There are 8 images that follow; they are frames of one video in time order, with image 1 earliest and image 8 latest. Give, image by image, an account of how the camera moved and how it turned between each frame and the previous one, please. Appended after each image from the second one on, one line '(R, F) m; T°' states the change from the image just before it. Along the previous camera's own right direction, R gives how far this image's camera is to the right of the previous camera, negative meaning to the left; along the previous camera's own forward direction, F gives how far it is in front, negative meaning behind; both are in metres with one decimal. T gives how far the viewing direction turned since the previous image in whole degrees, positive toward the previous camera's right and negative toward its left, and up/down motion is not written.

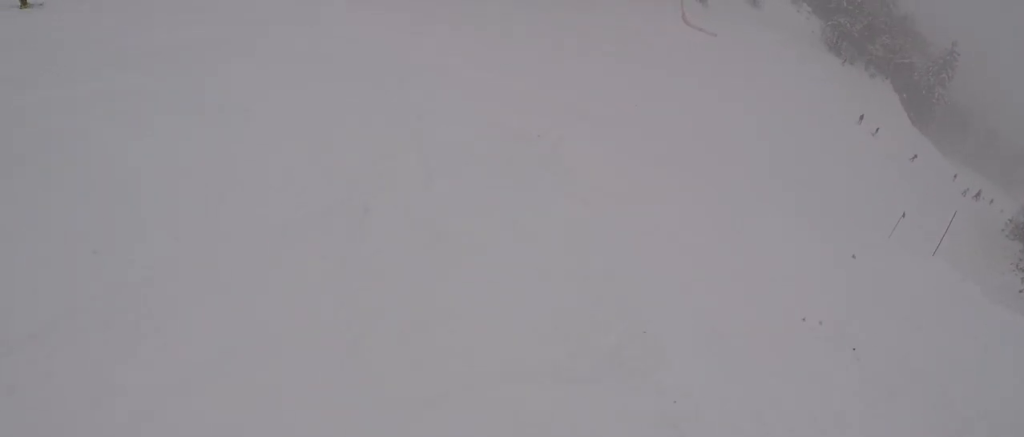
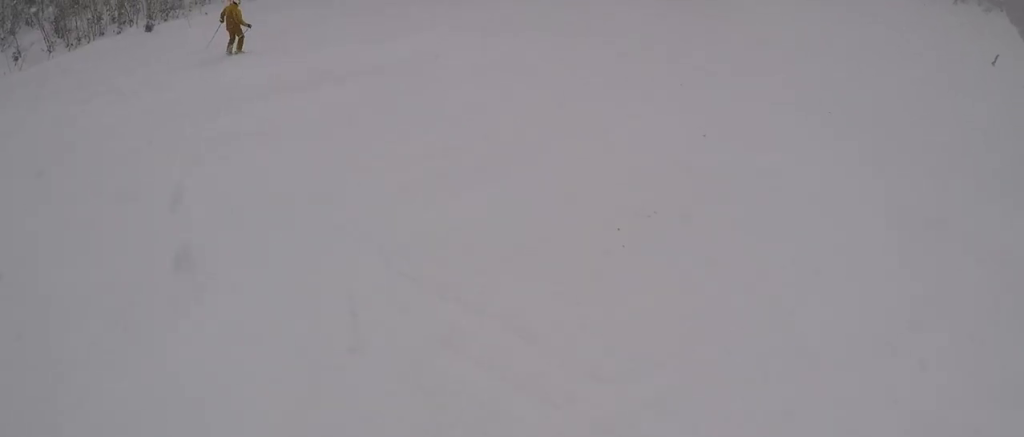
(-2.0, +6.0) m; -6°
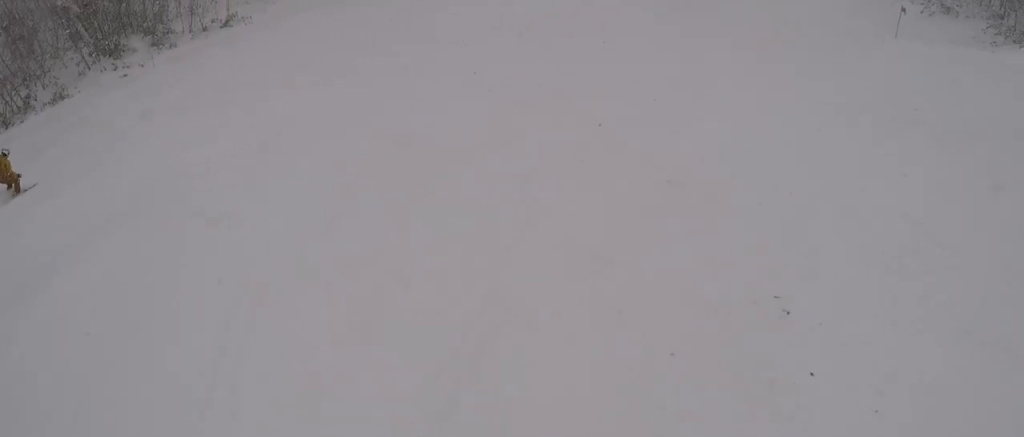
(+0.3, +2.6) m; +26°
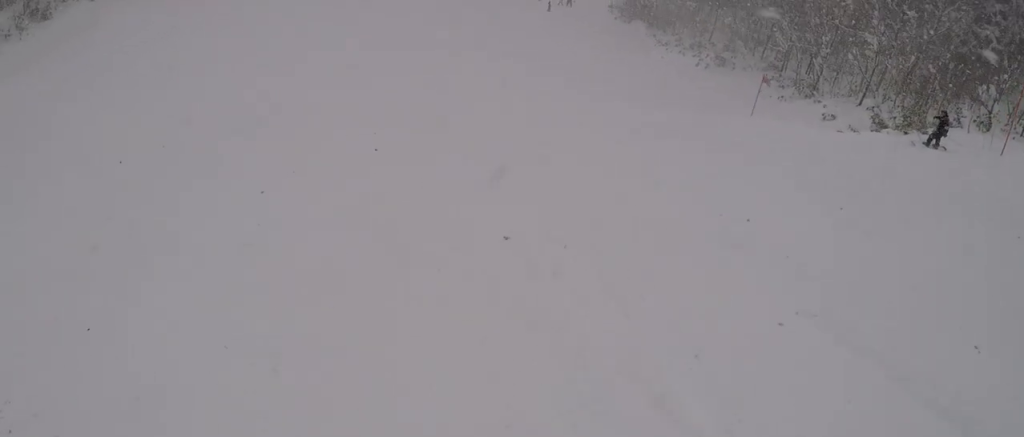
(+3.6, +7.2) m; +20°
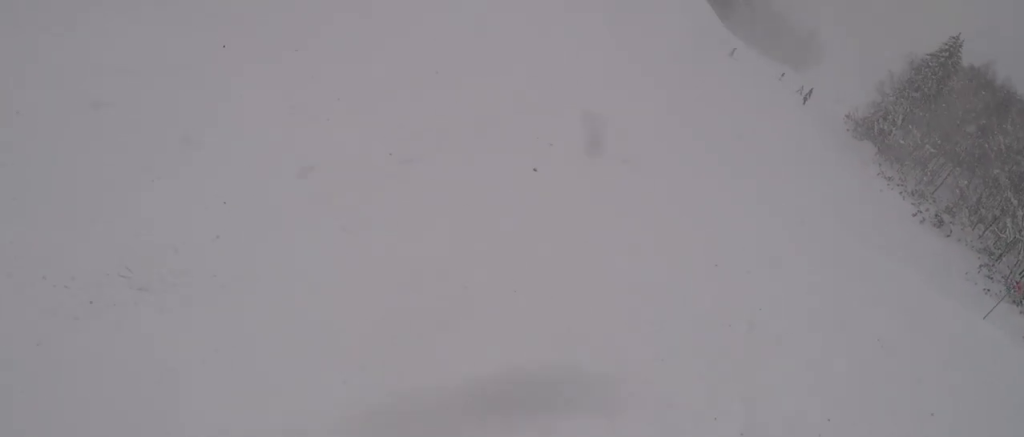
(-0.1, +3.0) m; -12°
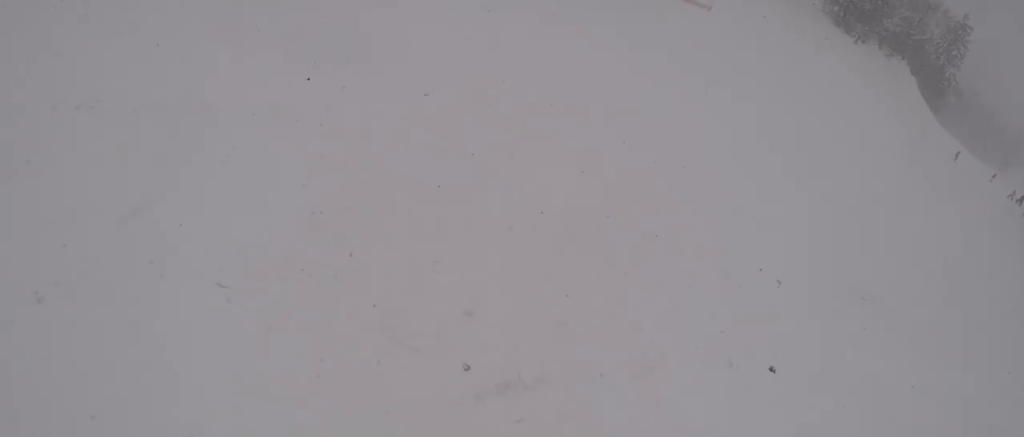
(-0.5, +2.9) m; -8°
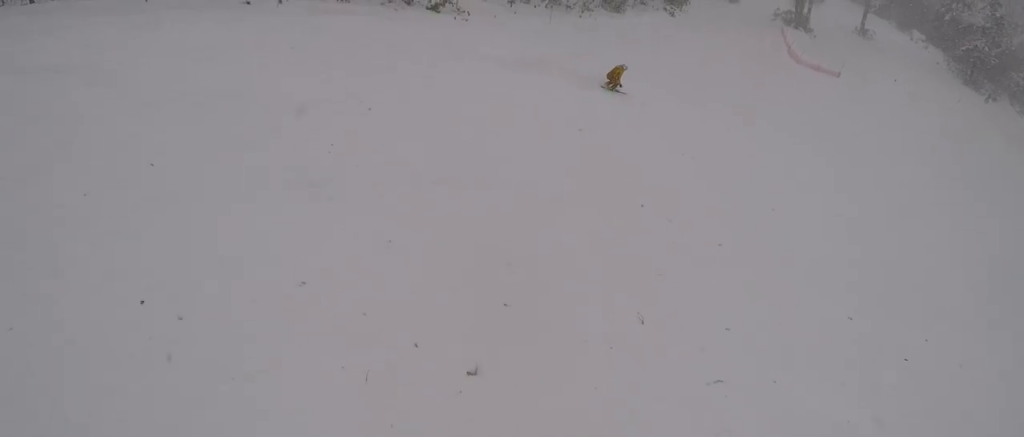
(-0.6, +5.1) m; -5°
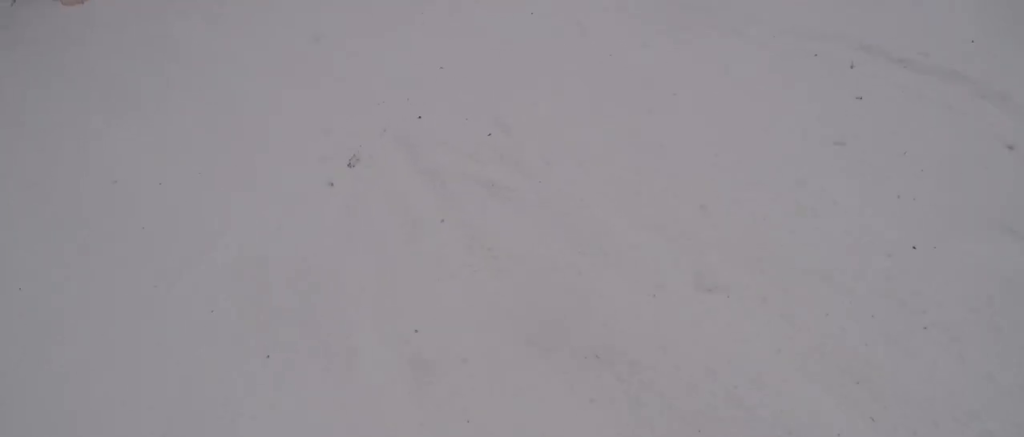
(+3.5, +12.2) m; +44°
